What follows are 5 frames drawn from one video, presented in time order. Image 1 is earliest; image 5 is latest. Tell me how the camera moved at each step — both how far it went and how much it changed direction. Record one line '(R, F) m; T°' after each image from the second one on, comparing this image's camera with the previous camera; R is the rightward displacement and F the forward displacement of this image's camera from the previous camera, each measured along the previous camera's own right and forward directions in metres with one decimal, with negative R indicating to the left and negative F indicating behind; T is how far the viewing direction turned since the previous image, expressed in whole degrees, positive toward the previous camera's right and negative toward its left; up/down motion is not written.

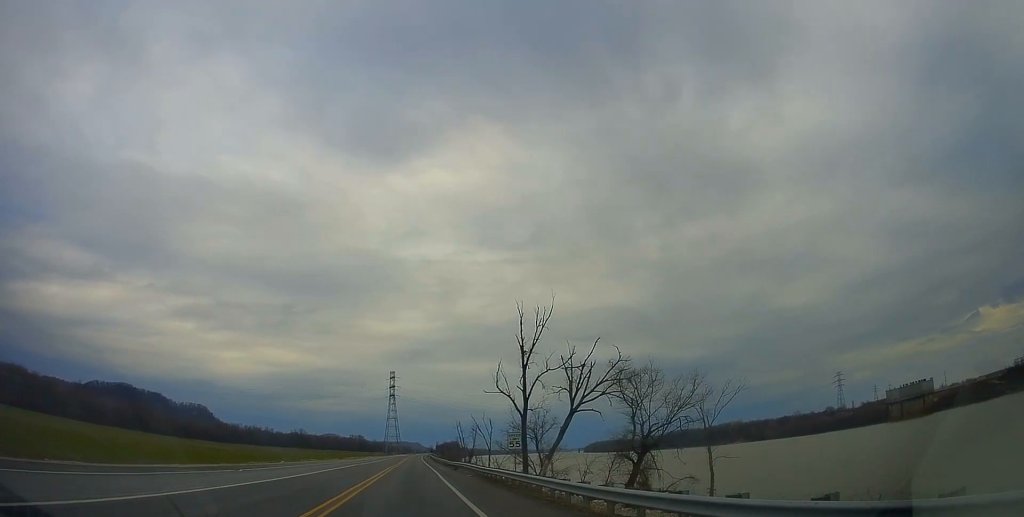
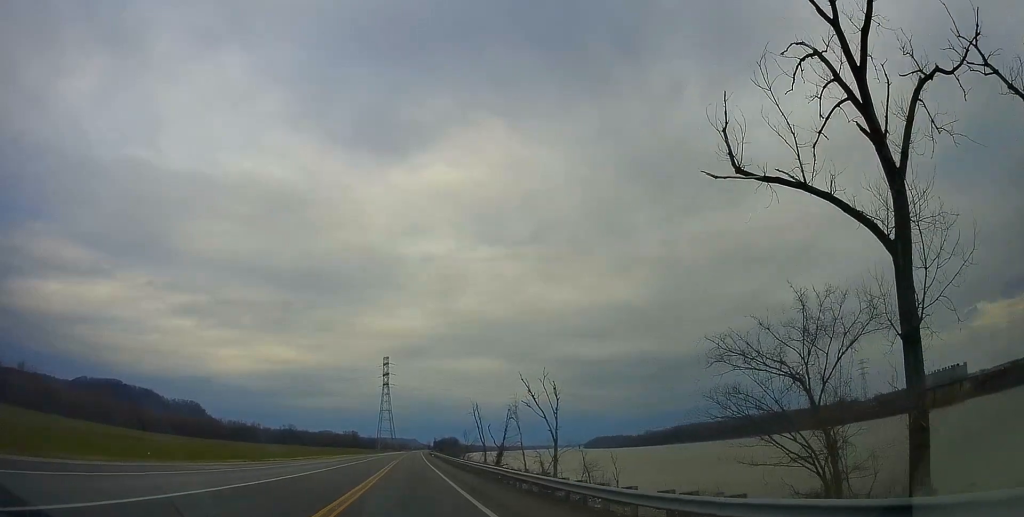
(-0.7, +58.2) m; 0°
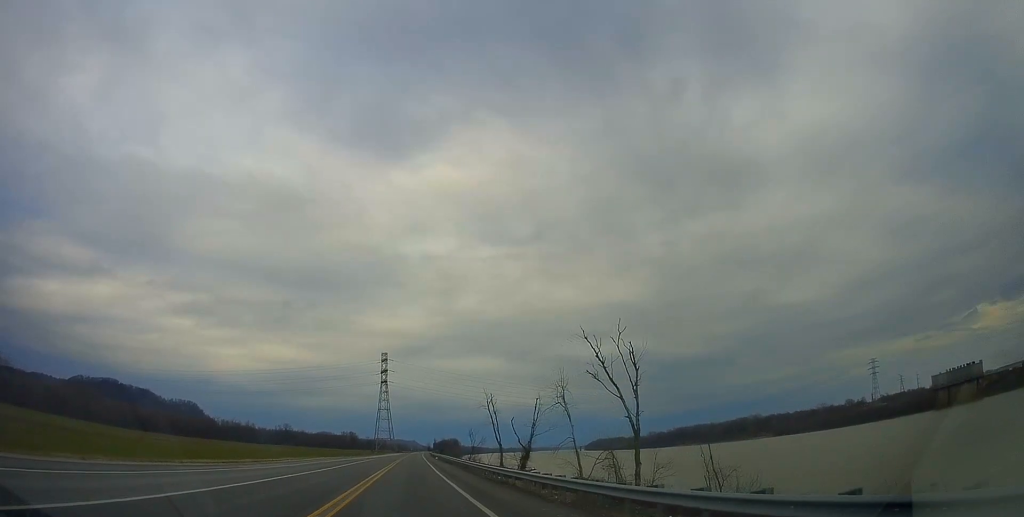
(+0.5, +24.1) m; 0°
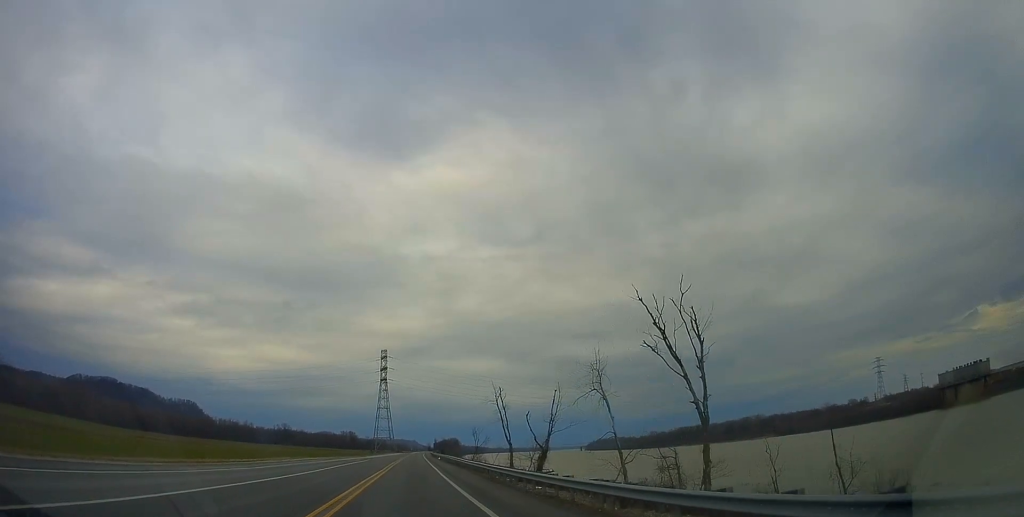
(-0.2, +10.4) m; 0°
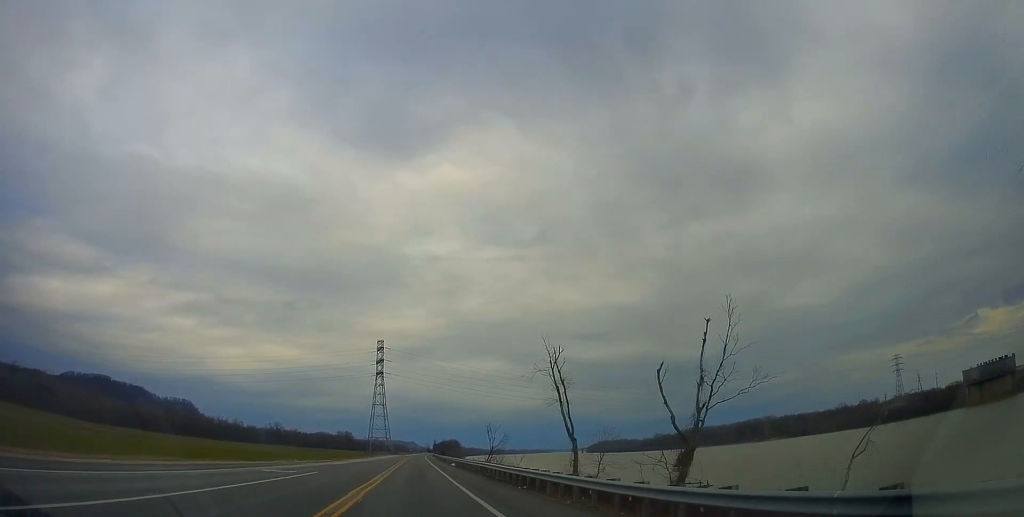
(-0.3, +37.9) m; -1°
